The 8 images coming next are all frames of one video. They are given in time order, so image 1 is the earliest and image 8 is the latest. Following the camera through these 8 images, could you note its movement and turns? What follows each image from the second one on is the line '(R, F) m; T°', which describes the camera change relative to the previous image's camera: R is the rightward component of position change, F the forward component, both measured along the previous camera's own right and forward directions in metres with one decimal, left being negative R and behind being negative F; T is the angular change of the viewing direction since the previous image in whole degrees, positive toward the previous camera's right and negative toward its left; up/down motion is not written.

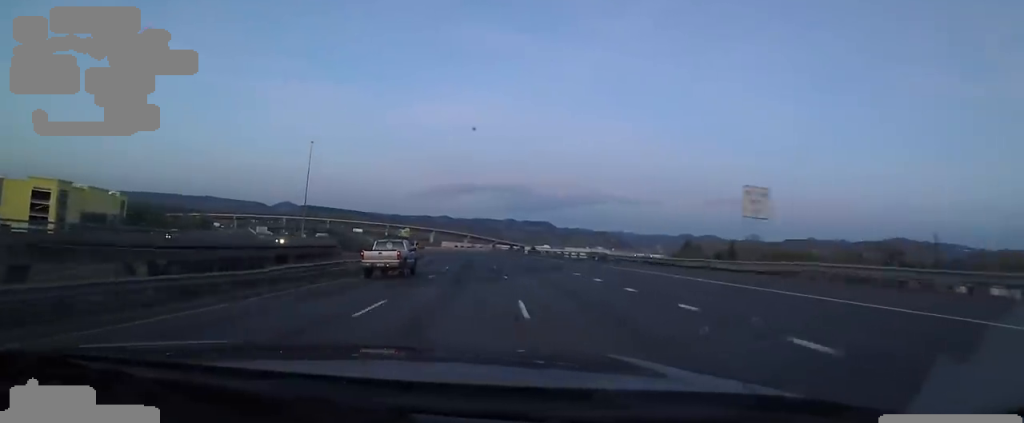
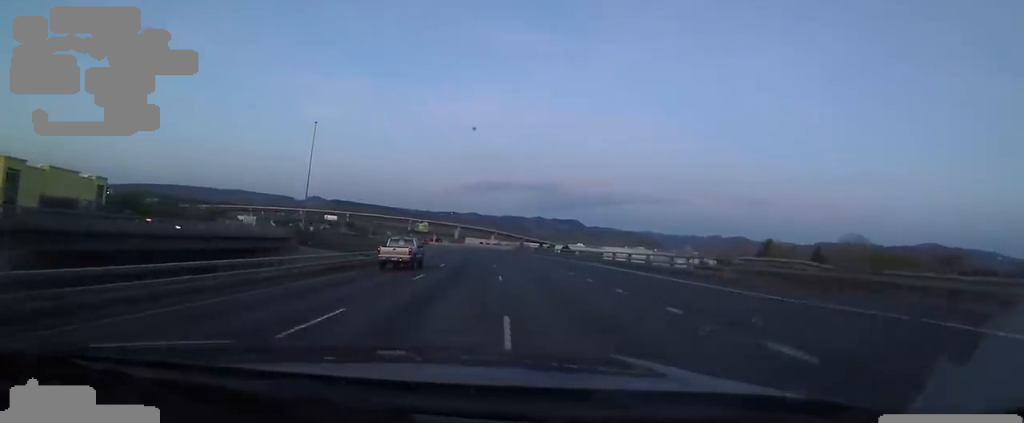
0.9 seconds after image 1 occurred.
(-0.6, +27.3) m; -2°
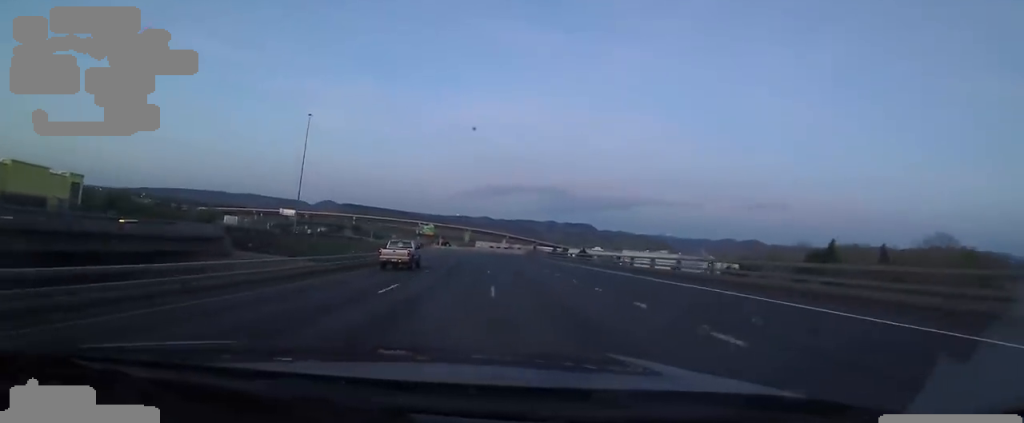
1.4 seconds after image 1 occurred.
(+0.2, +16.8) m; -1°
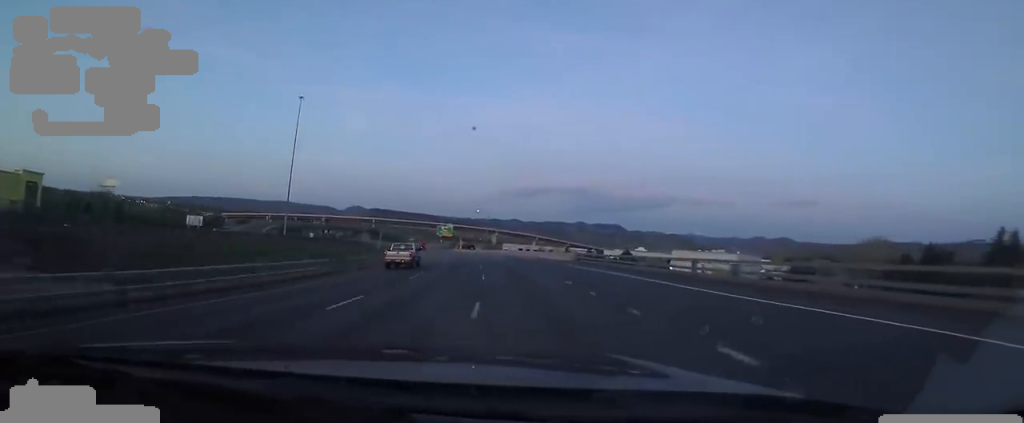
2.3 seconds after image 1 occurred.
(-0.7, +28.4) m; -5°
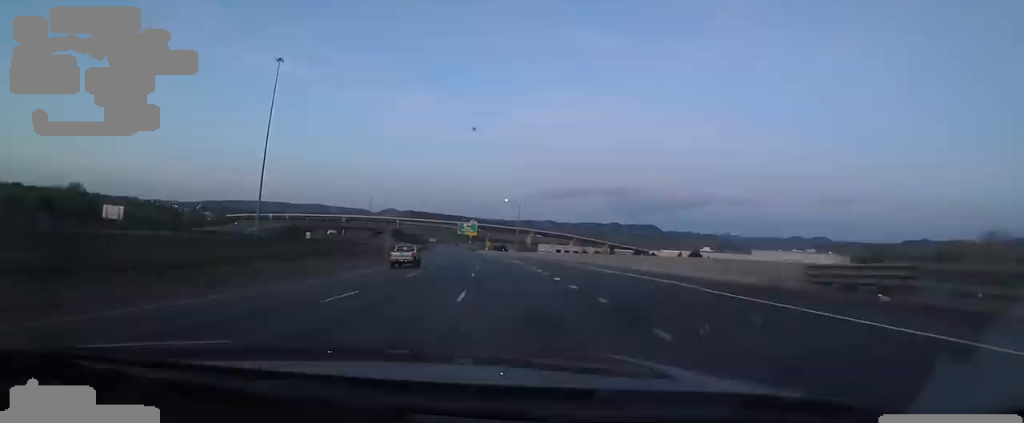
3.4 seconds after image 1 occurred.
(-2.1, +35.0) m; -5°
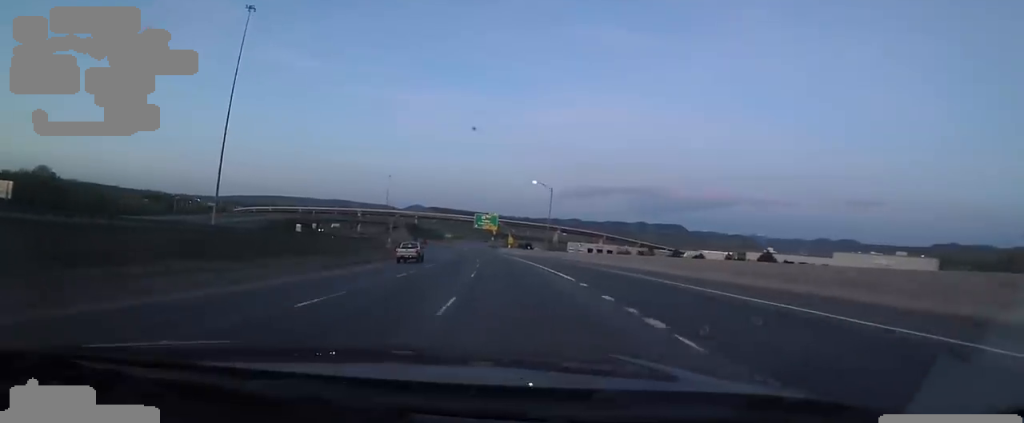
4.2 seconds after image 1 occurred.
(-0.3, +26.8) m; -3°
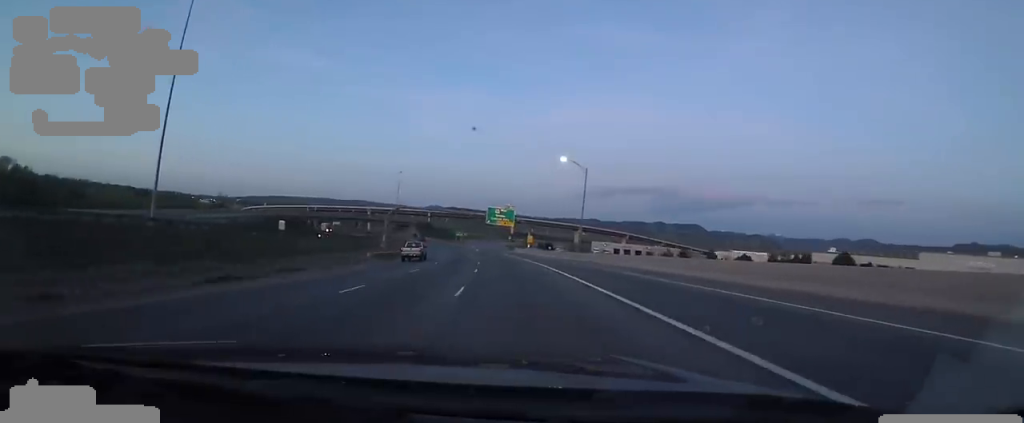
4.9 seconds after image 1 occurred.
(-0.7, +21.9) m; -3°
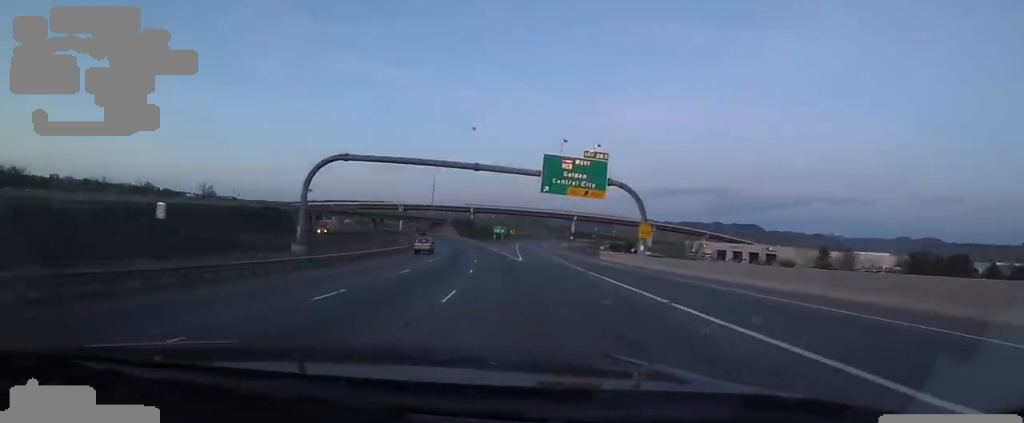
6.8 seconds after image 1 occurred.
(-4.1, +58.6) m; -7°
